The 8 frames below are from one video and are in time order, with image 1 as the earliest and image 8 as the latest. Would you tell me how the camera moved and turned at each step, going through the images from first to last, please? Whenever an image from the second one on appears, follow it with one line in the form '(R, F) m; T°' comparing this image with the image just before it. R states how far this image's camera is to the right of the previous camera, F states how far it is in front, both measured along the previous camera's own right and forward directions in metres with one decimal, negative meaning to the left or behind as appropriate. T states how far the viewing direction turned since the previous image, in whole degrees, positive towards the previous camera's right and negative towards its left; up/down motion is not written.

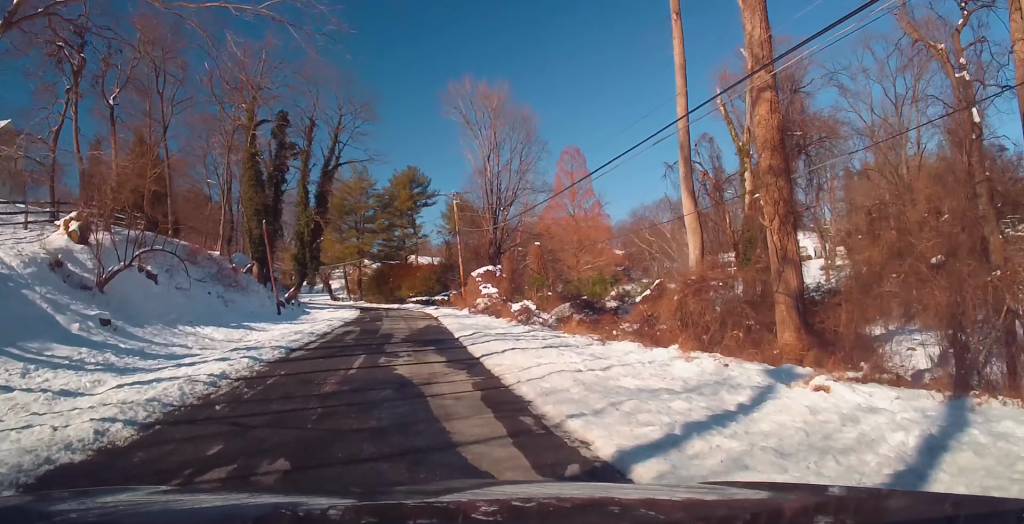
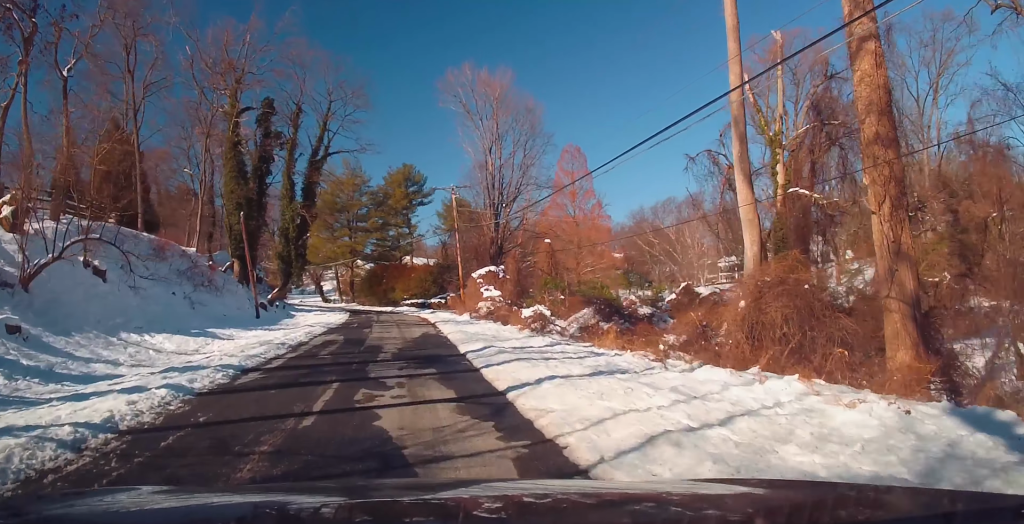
(0.0, +4.5) m; -1°
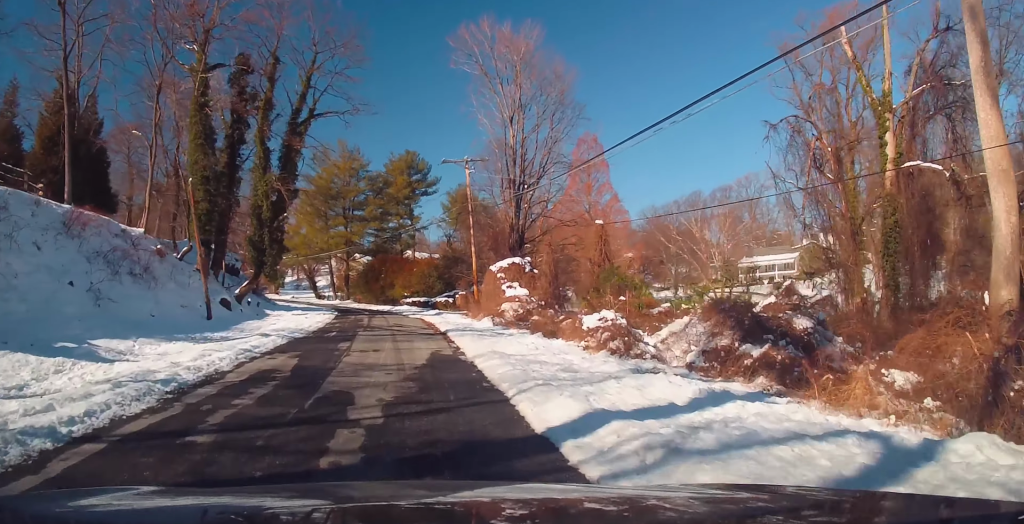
(-0.3, +9.8) m; 0°
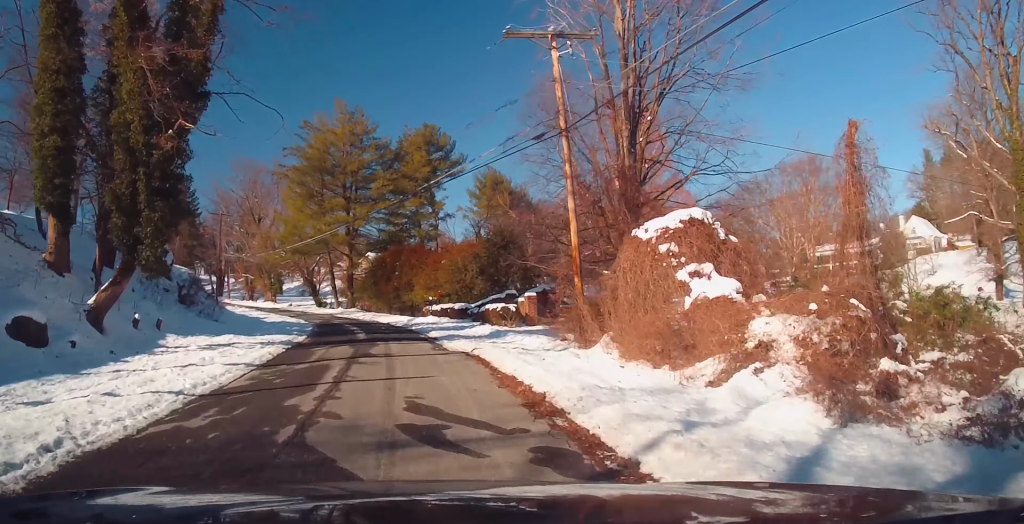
(-0.4, +21.2) m; -5°
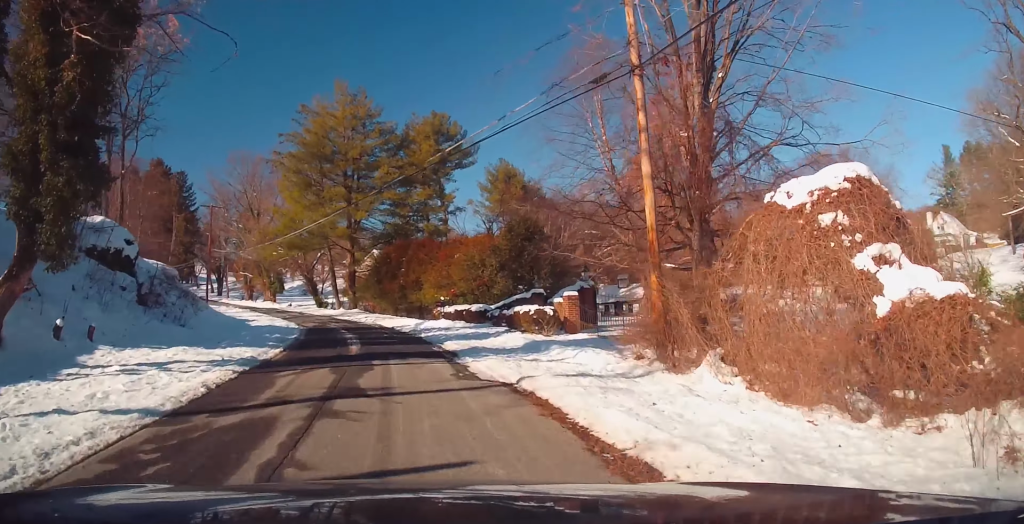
(-0.1, +6.3) m; -2°
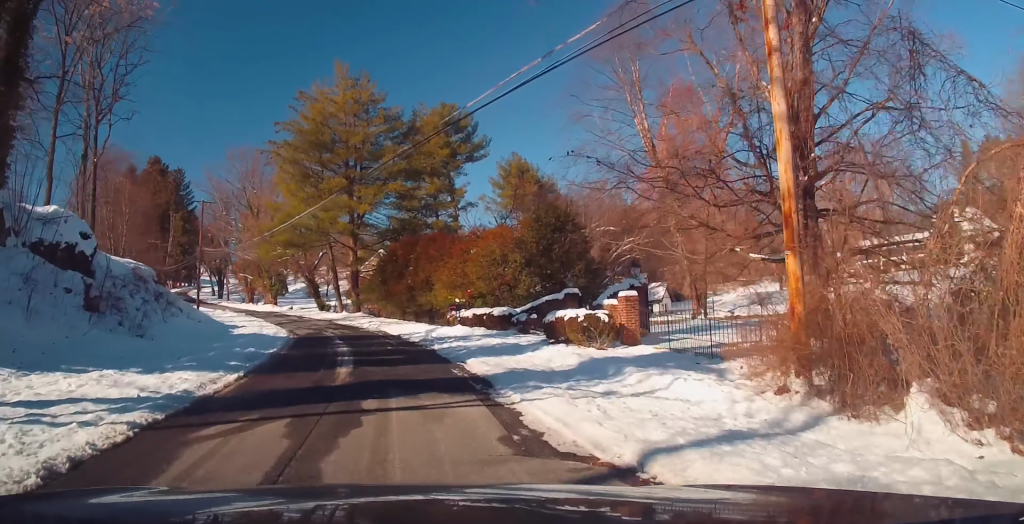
(0.0, +5.6) m; -2°
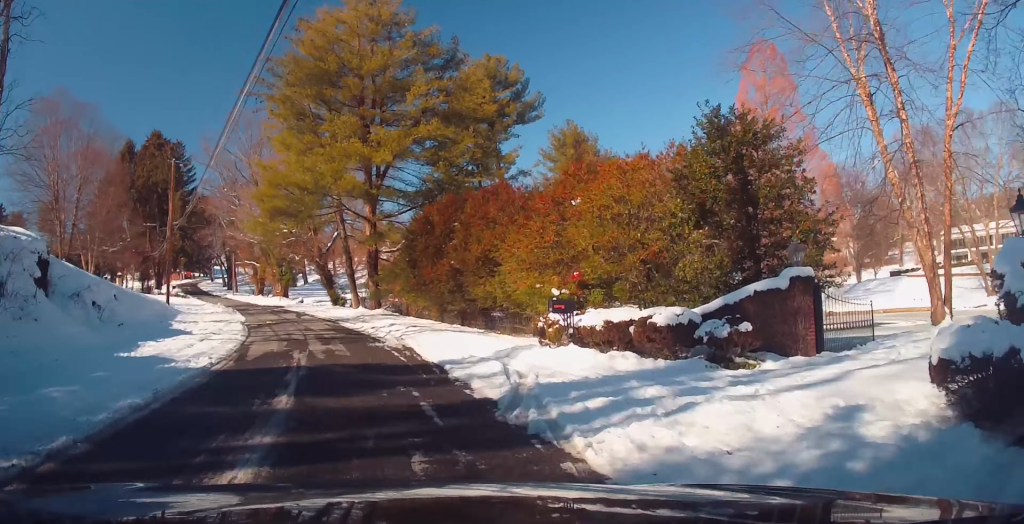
(-0.6, +15.1) m; -4°
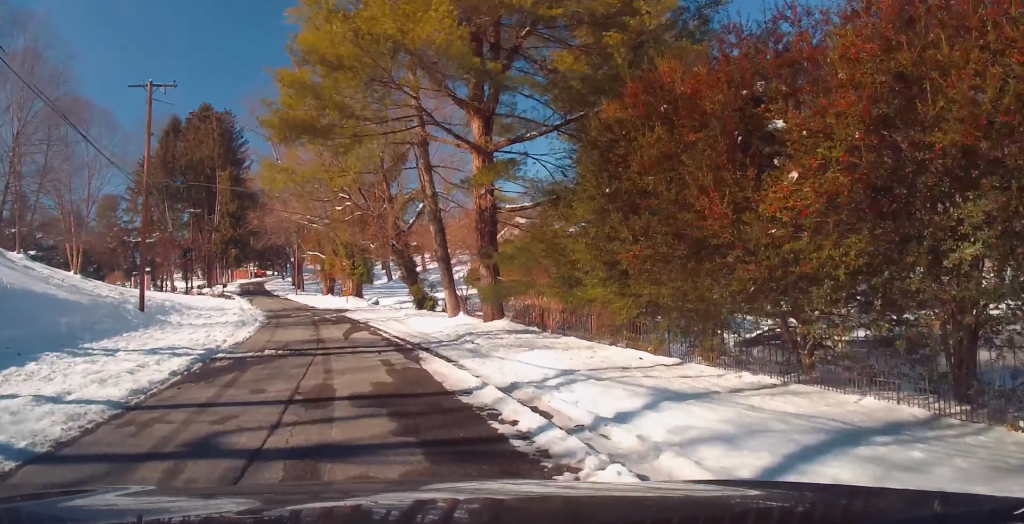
(-0.4, +17.8) m; -7°
